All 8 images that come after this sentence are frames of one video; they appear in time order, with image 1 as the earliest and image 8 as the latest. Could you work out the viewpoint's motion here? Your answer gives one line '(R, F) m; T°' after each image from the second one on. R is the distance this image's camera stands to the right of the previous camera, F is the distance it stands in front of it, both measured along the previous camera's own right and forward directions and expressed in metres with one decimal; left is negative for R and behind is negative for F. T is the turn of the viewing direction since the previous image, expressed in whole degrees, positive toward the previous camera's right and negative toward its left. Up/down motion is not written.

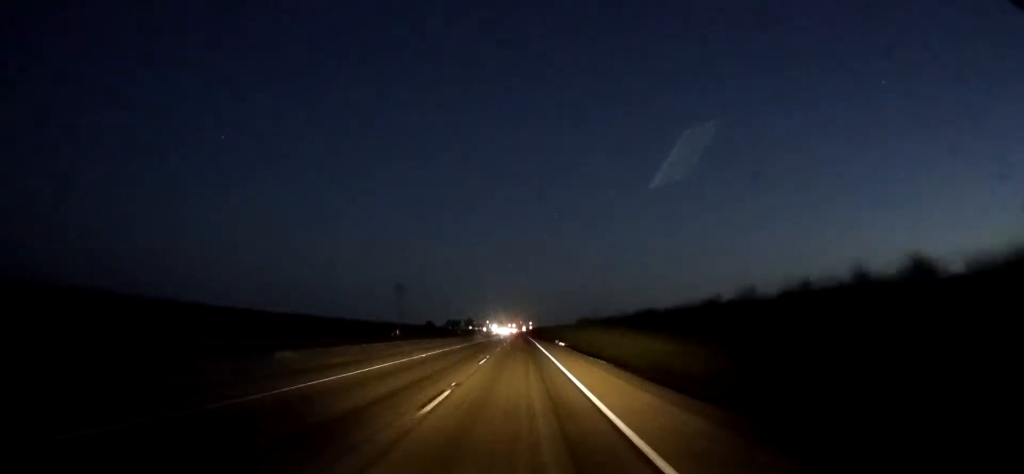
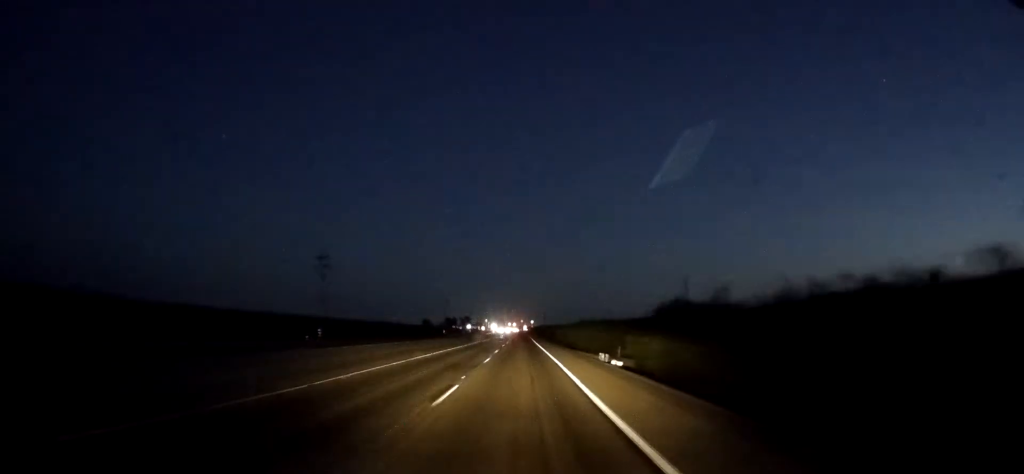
(-0.8, +42.5) m; -1°
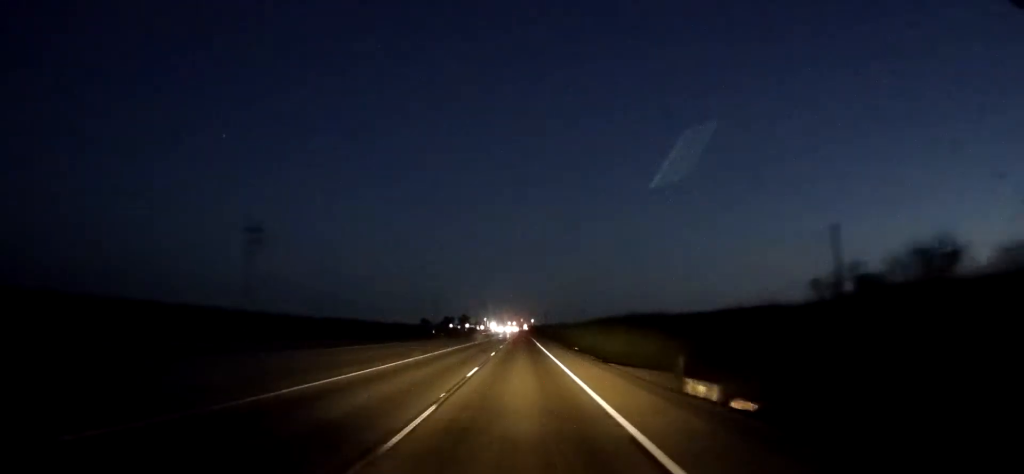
(0.0, +18.5) m; +1°
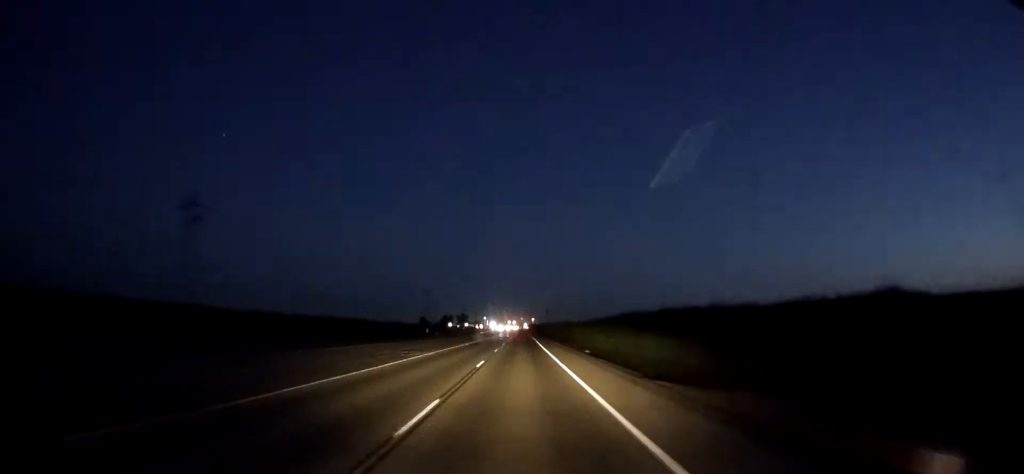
(+0.1, +10.4) m; 0°
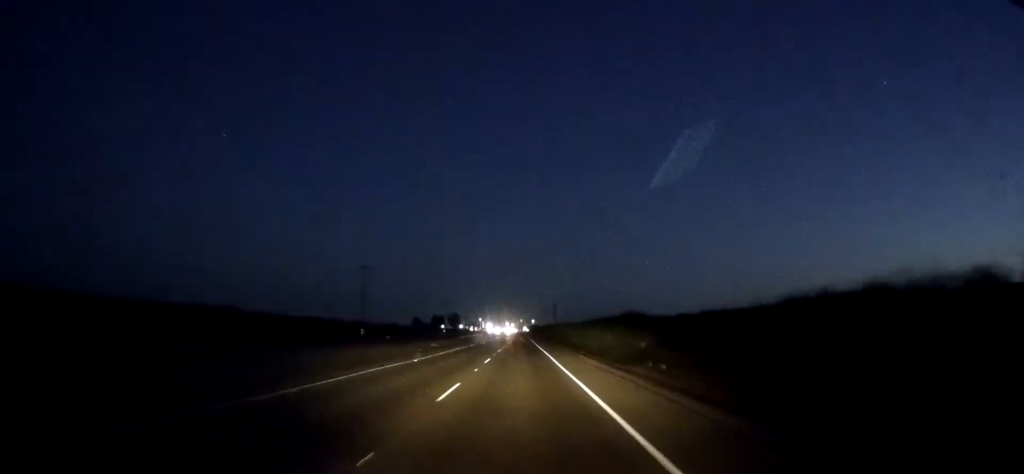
(-0.6, +54.3) m; -2°
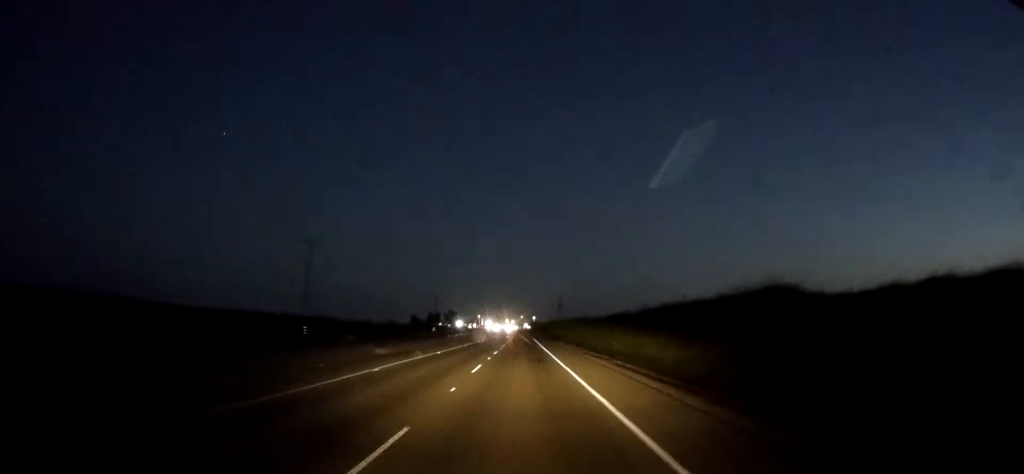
(0.0, +22.4) m; +1°
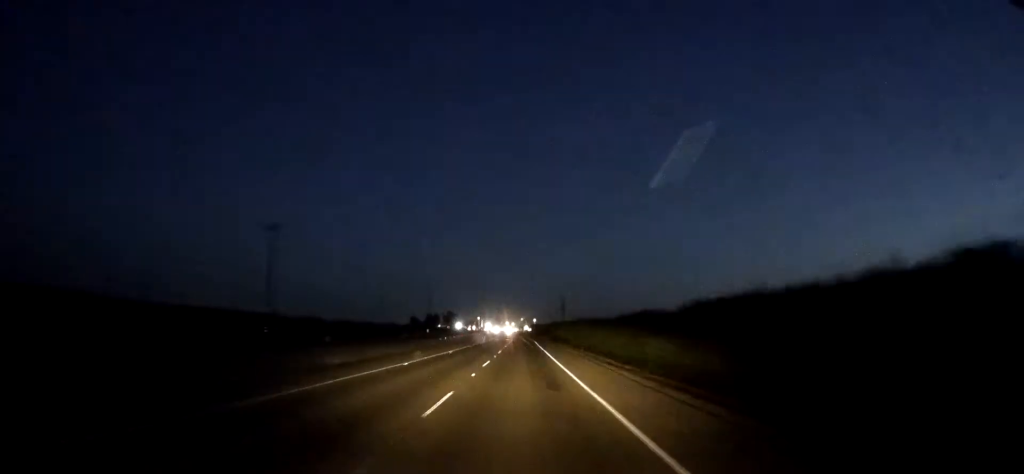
(-0.1, +9.6) m; +1°
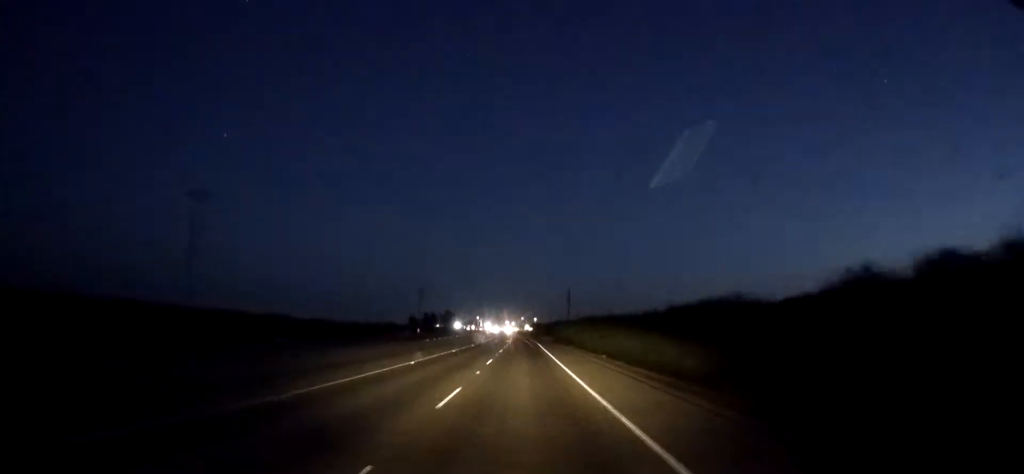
(+0.3, +13.6) m; 0°
